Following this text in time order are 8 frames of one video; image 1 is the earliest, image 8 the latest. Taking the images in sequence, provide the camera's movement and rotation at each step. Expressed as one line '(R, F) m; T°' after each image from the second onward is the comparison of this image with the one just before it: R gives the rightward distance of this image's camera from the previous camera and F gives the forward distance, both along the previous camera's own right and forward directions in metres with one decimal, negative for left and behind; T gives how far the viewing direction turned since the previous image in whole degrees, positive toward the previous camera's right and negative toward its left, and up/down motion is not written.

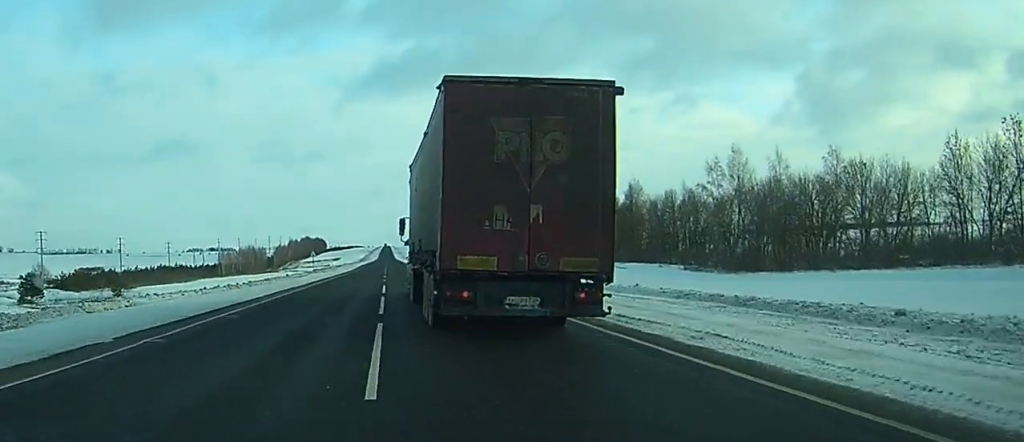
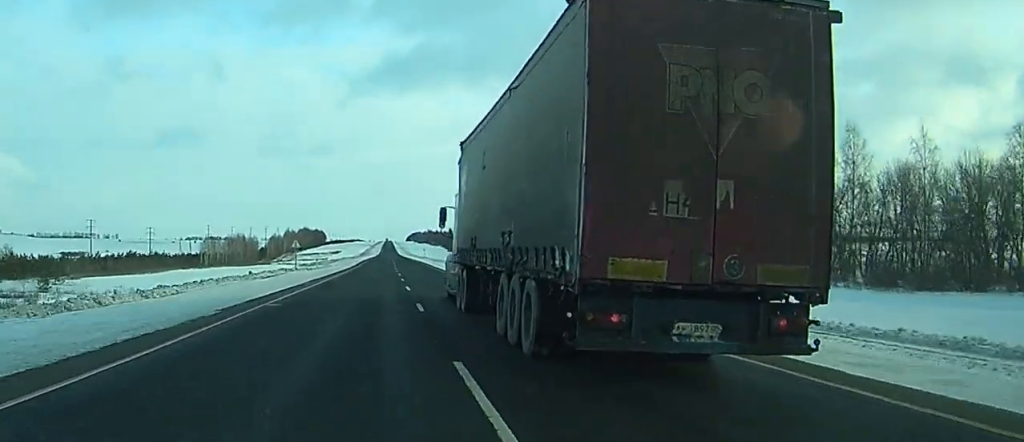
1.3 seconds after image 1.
(0.0, +28.8) m; 0°
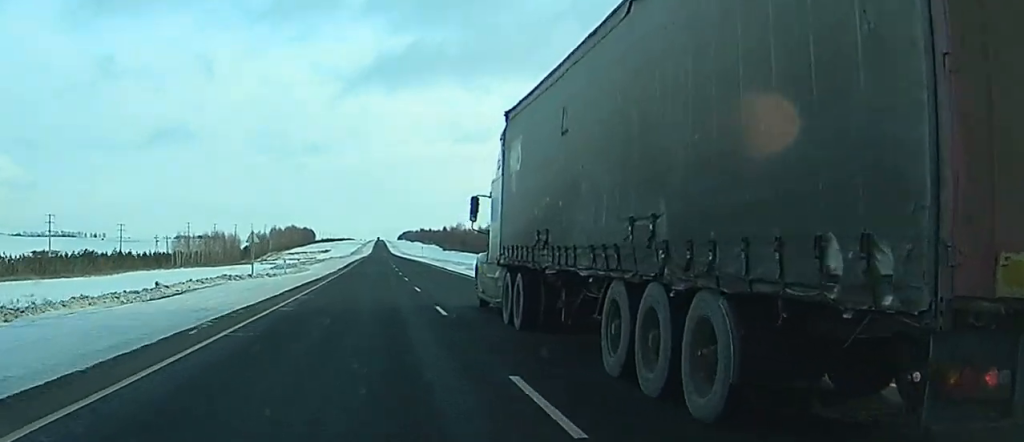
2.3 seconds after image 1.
(-0.1, +24.1) m; 0°
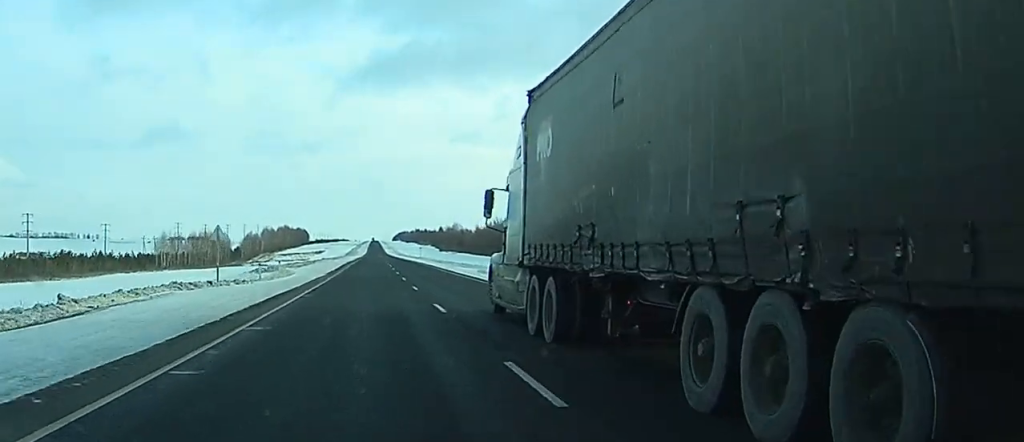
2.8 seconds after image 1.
(0.0, +10.4) m; 0°
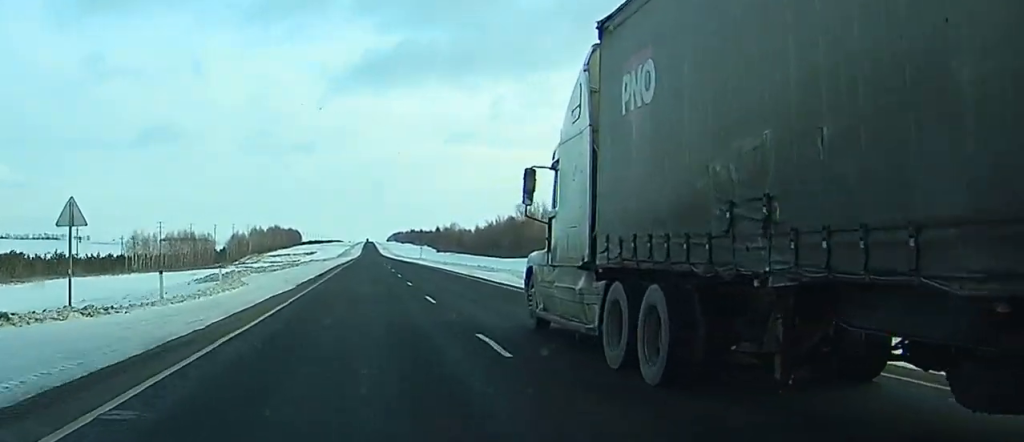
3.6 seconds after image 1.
(0.0, +19.6) m; 0°
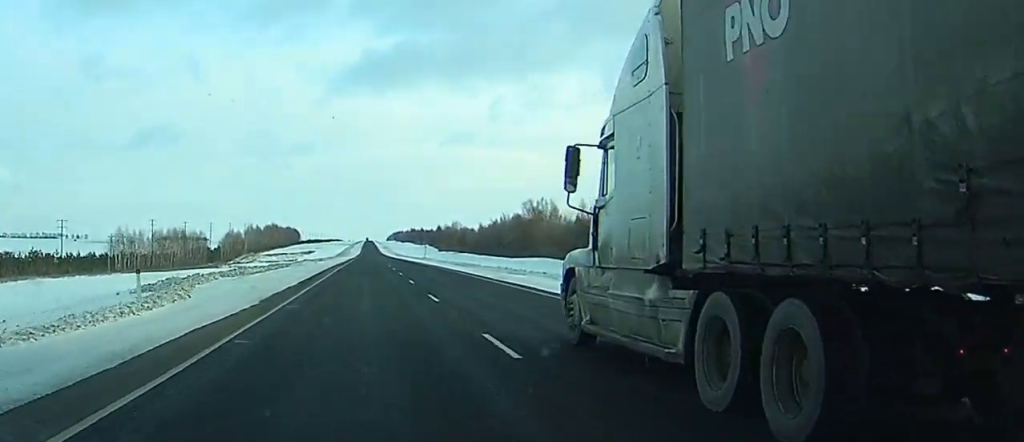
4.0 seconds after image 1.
(+0.1, +11.9) m; 0°
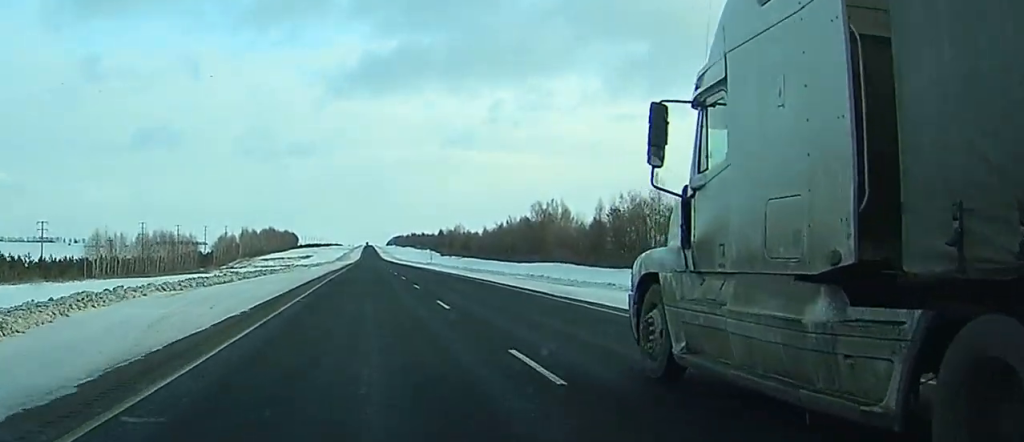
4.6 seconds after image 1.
(0.0, +13.6) m; 0°
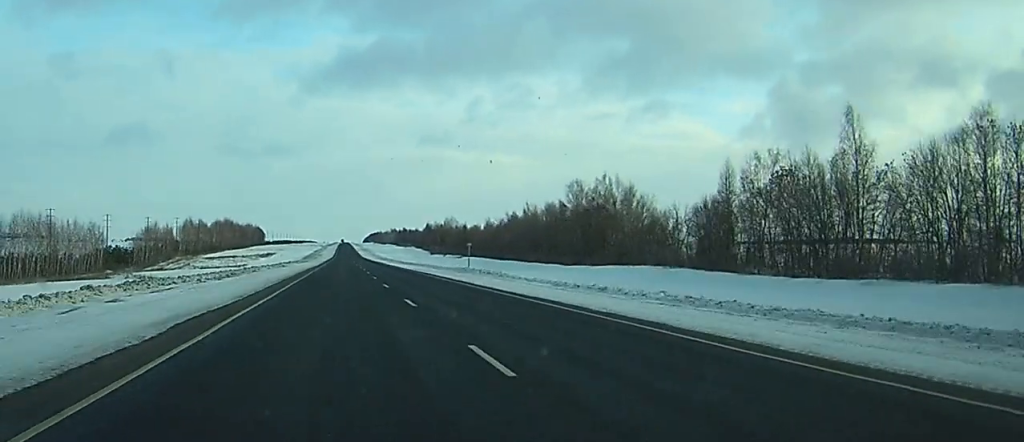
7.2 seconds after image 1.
(+1.3, +69.5) m; +2°
